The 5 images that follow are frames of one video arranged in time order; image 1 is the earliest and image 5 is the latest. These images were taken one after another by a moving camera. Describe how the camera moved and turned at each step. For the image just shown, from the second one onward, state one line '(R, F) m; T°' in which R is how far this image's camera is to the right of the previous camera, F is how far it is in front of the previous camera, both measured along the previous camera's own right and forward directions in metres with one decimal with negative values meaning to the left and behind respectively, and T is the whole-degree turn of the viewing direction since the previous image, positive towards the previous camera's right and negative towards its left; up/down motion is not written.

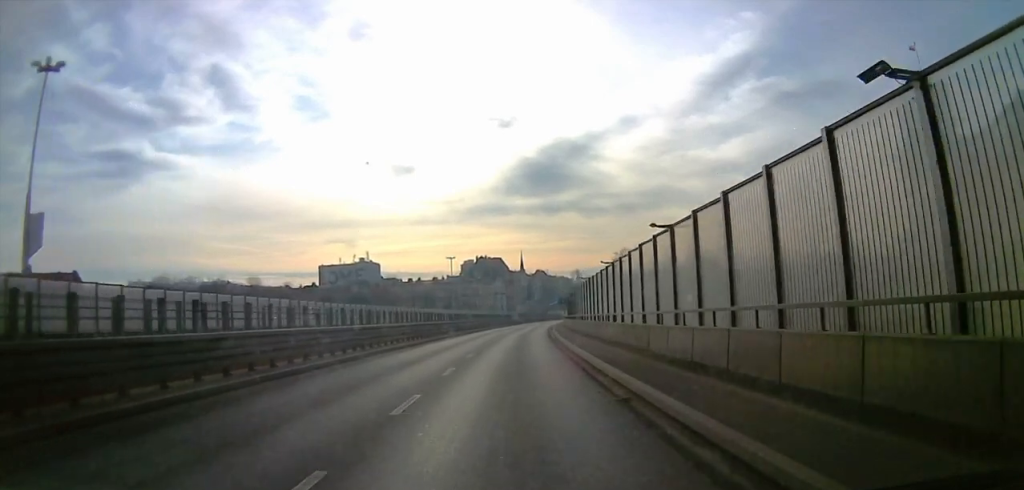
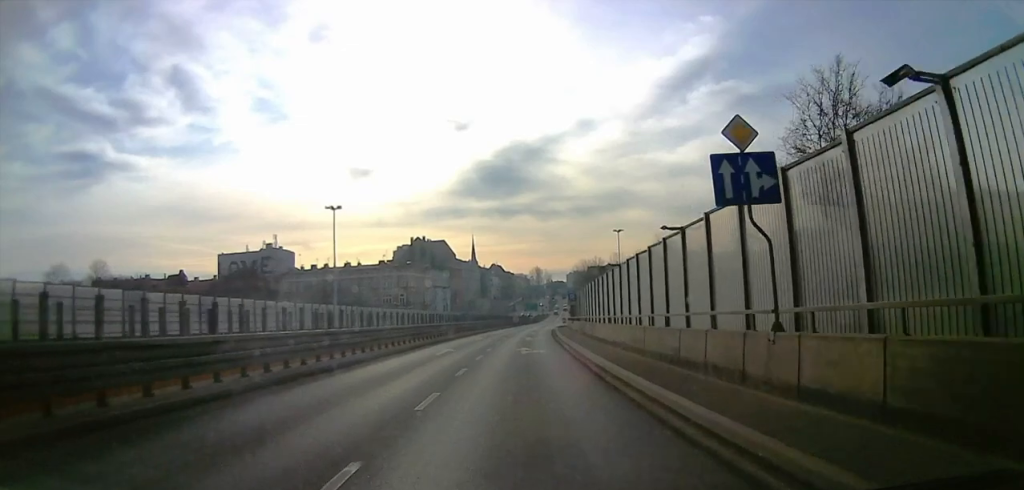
(+0.1, +69.8) m; +1°
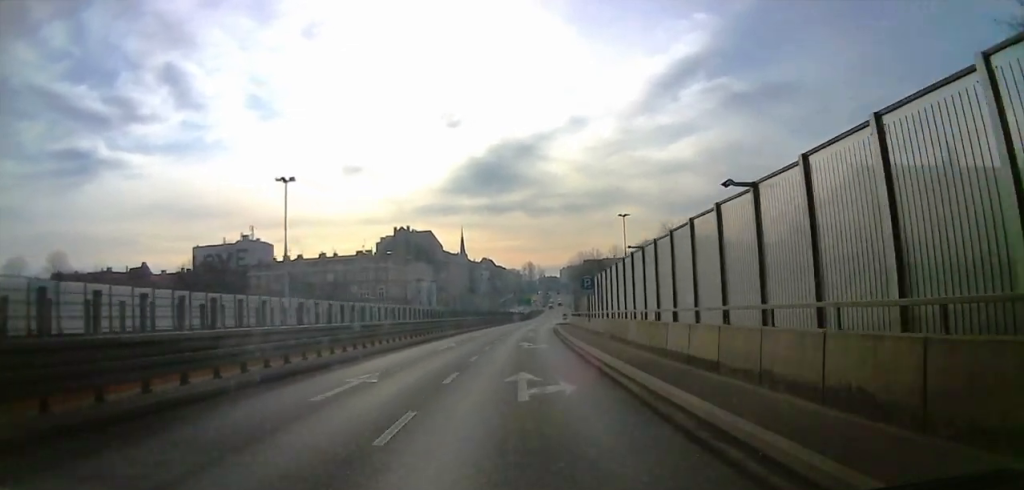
(+0.5, +15.0) m; +2°
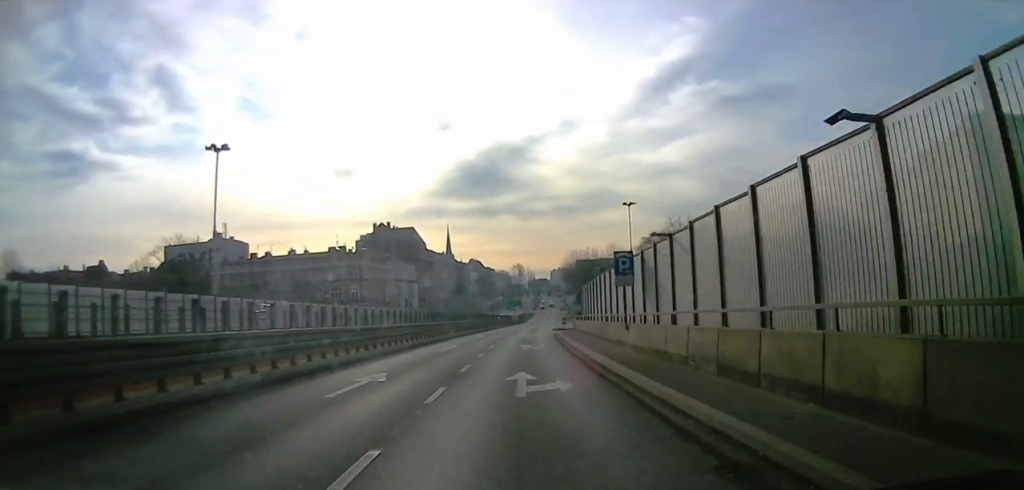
(0.0, +14.4) m; 0°
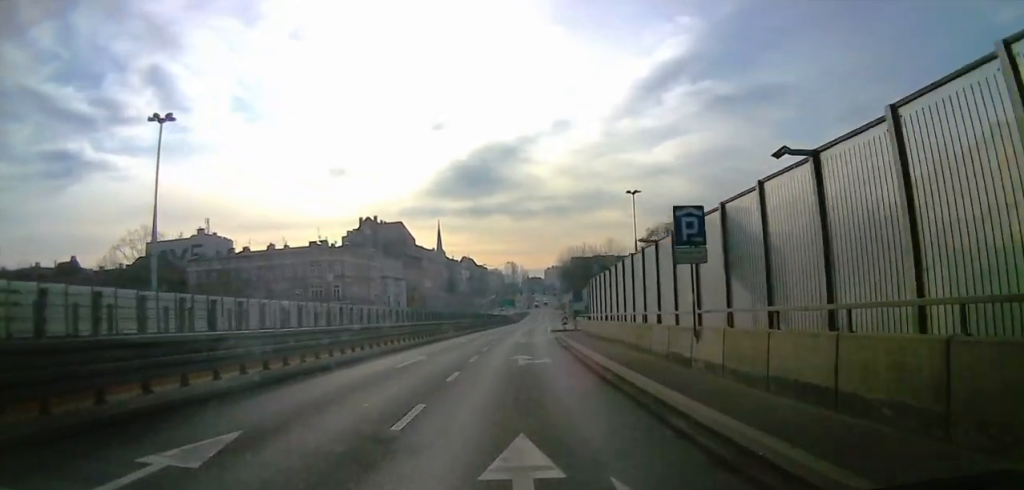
(0.0, +8.5) m; +1°
